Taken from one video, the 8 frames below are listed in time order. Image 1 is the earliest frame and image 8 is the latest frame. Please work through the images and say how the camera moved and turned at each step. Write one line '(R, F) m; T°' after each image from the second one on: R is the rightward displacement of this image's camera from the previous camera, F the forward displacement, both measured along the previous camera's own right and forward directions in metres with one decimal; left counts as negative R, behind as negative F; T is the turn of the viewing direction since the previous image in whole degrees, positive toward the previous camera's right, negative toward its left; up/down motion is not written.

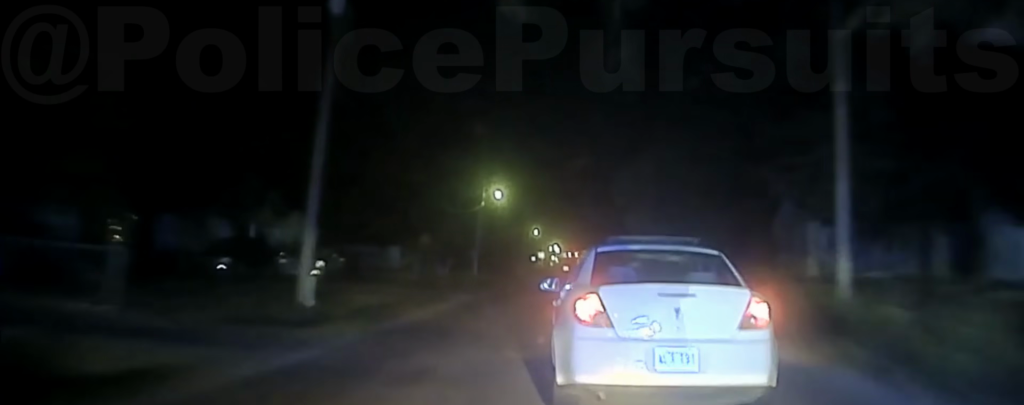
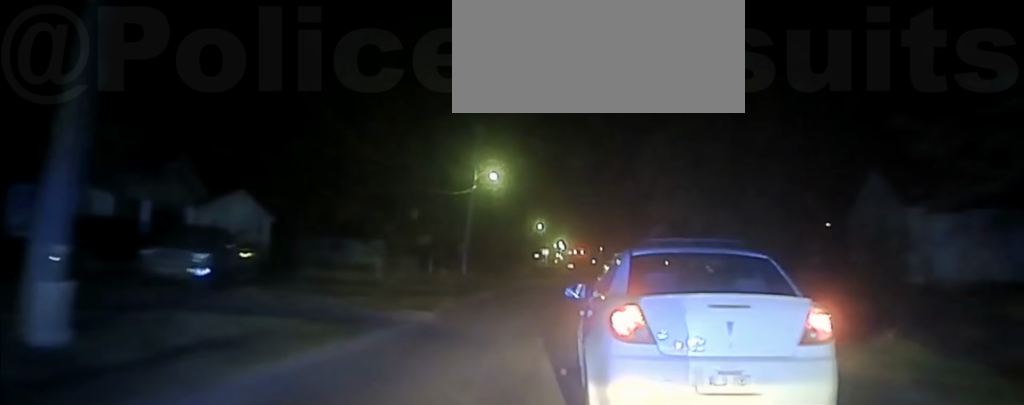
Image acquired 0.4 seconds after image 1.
(+0.1, +12.1) m; 0°
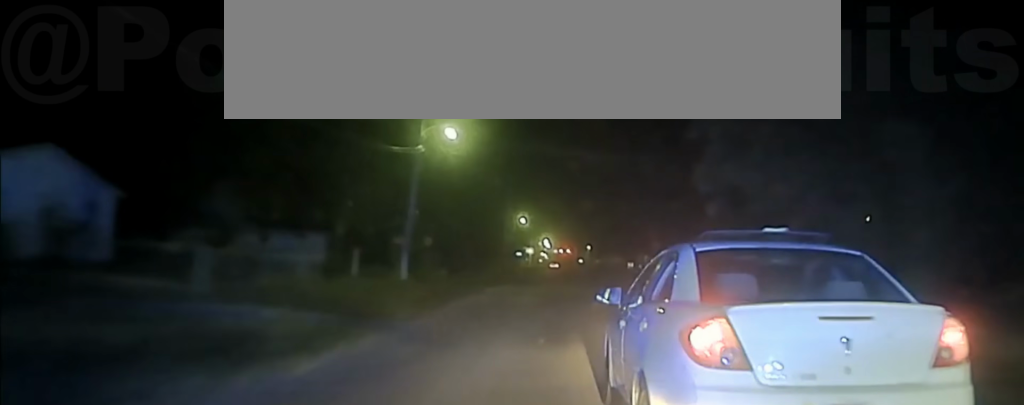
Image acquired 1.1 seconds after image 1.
(-0.3, +19.0) m; 0°
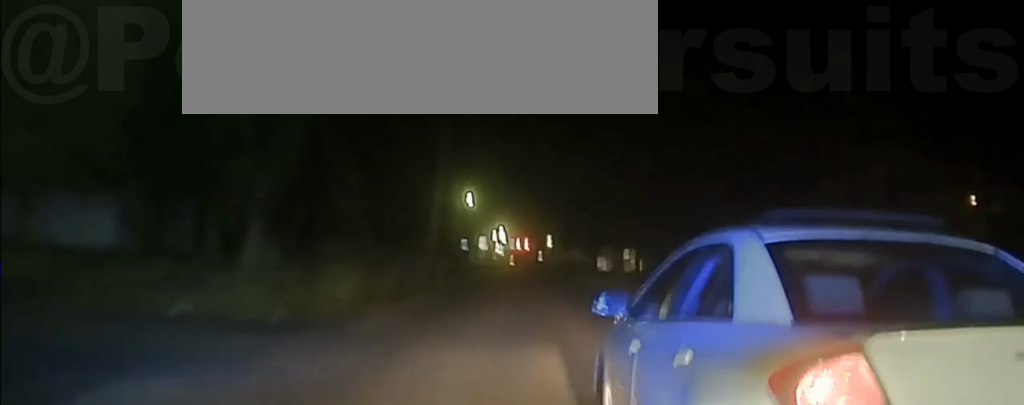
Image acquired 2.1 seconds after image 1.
(0.0, +33.6) m; +1°
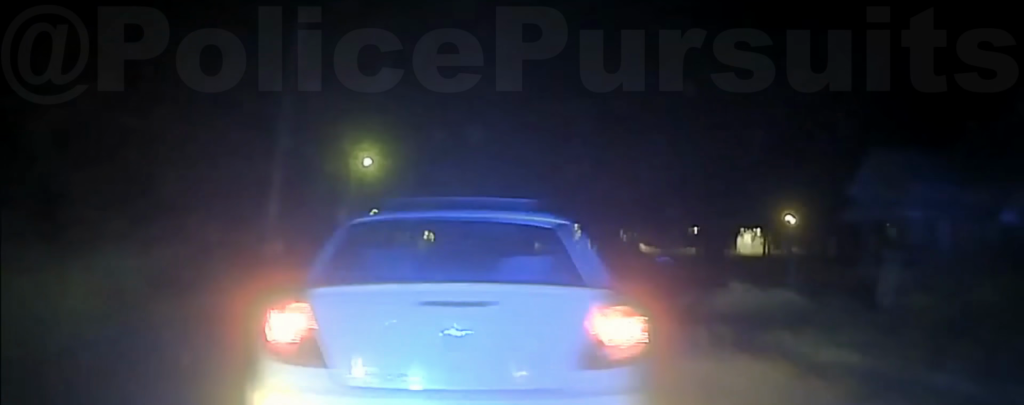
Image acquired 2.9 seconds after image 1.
(+0.5, +26.5) m; +1°
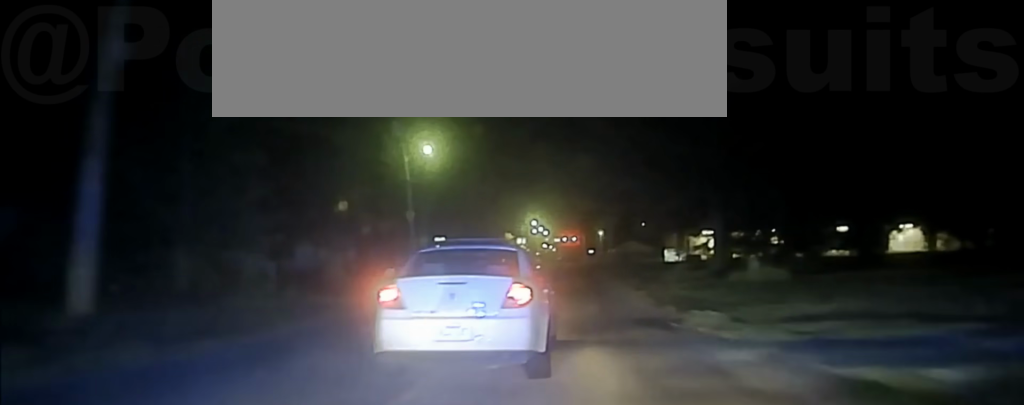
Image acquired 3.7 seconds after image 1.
(+0.1, +24.1) m; 0°
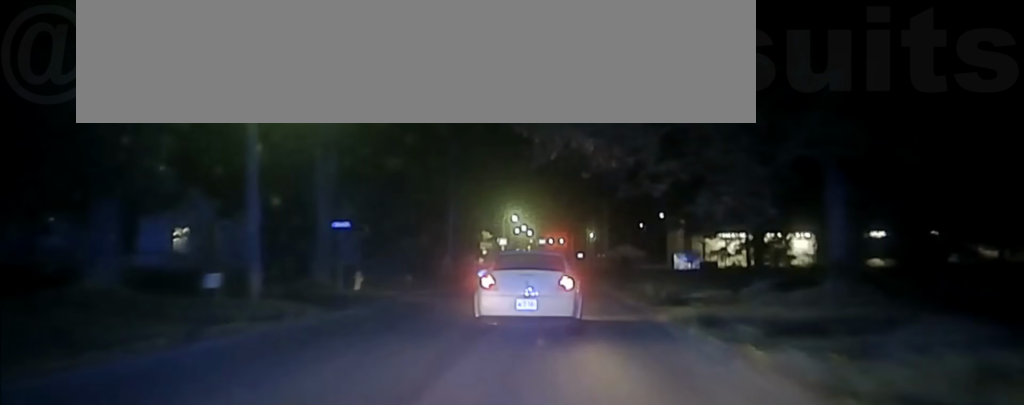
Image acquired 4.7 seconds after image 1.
(-0.3, +23.6) m; -1°
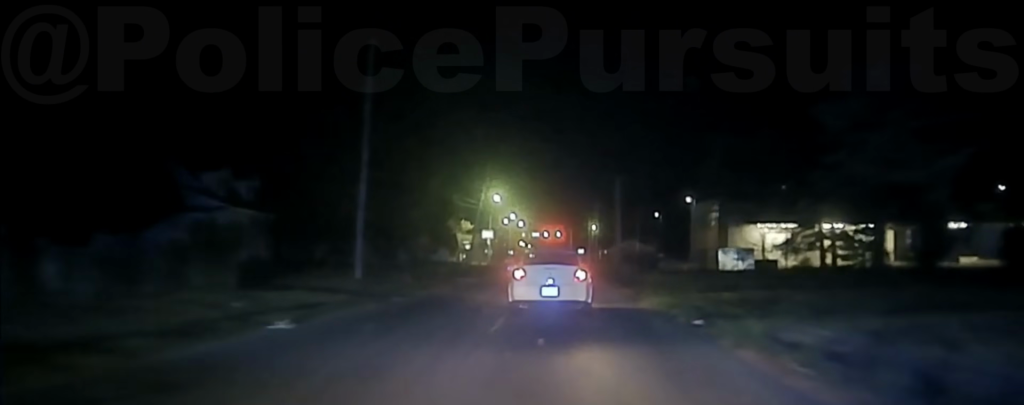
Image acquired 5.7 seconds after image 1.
(-0.4, +27.2) m; -1°
